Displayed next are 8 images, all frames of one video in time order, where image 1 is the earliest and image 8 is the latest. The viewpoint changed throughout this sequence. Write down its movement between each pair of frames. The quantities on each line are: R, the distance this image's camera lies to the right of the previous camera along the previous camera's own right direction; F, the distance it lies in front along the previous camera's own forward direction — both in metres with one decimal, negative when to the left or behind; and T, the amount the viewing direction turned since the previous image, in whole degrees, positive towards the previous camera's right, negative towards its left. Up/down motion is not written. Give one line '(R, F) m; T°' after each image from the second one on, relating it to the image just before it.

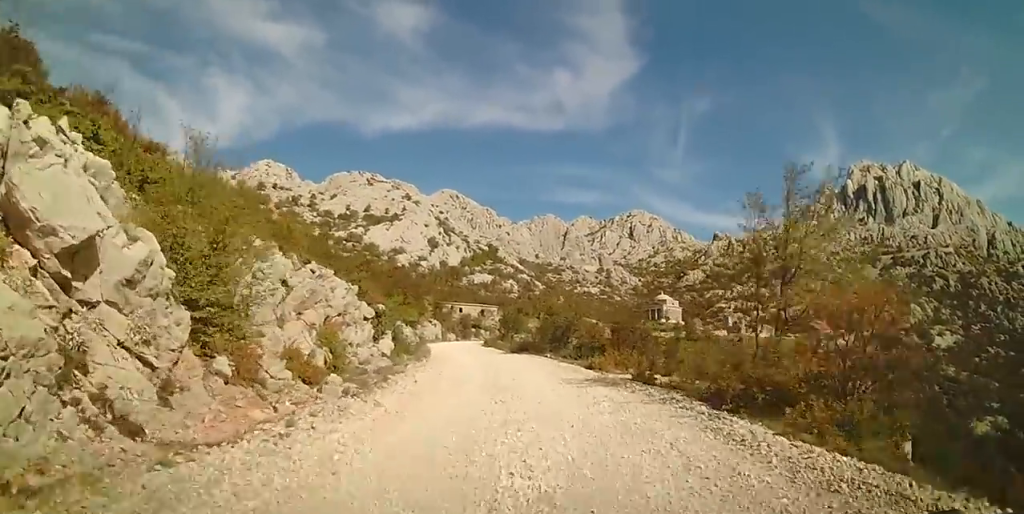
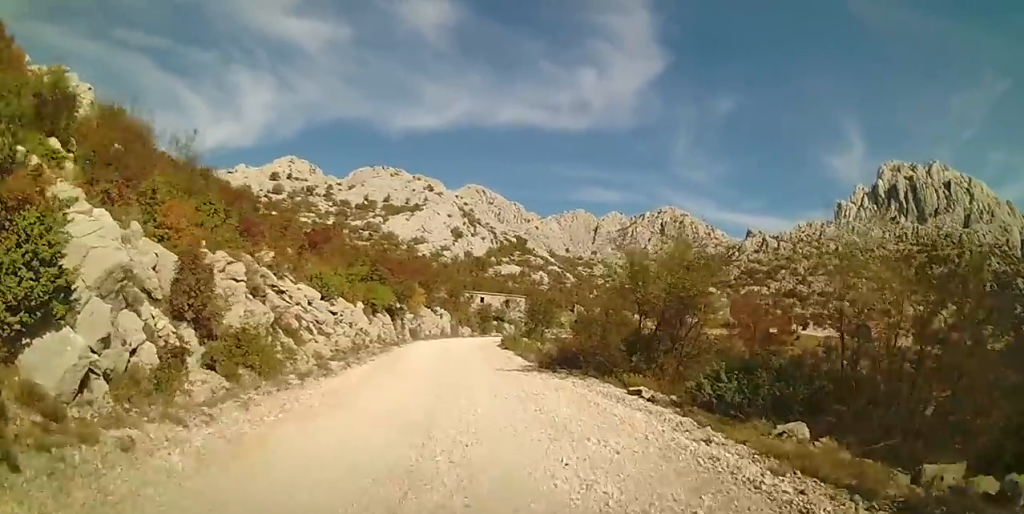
(-0.2, +18.2) m; -3°
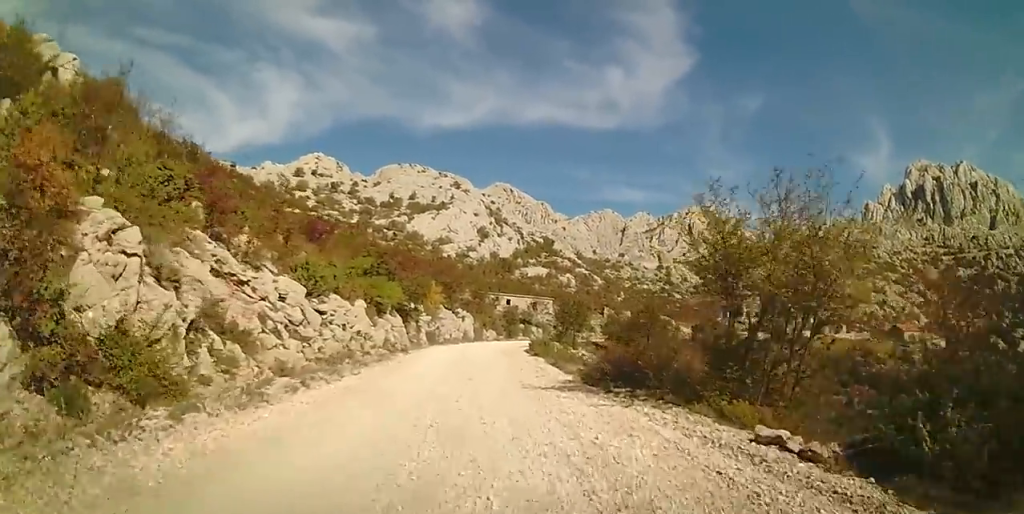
(-0.1, +4.9) m; -3°
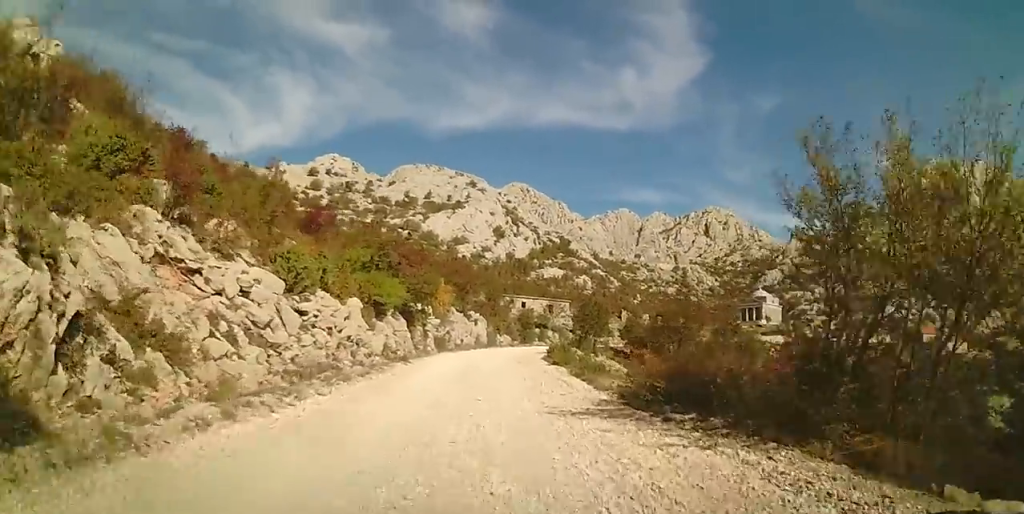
(-0.2, +3.3) m; -2°
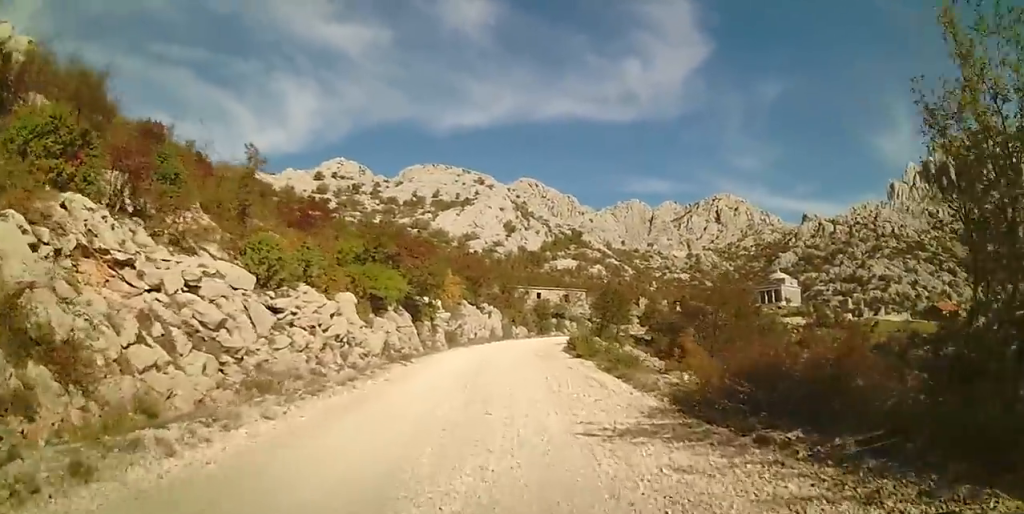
(-0.1, +2.9) m; -1°
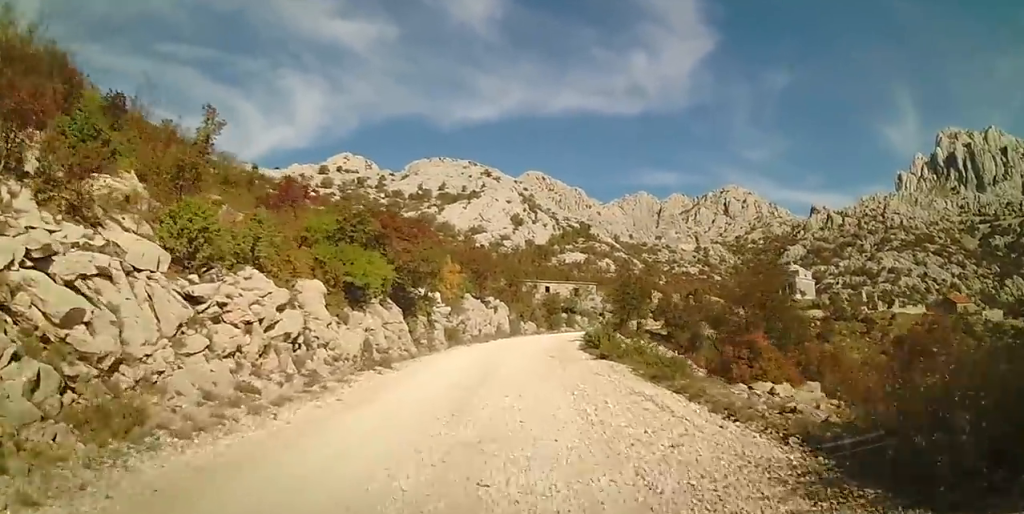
(0.0, +4.1) m; 0°
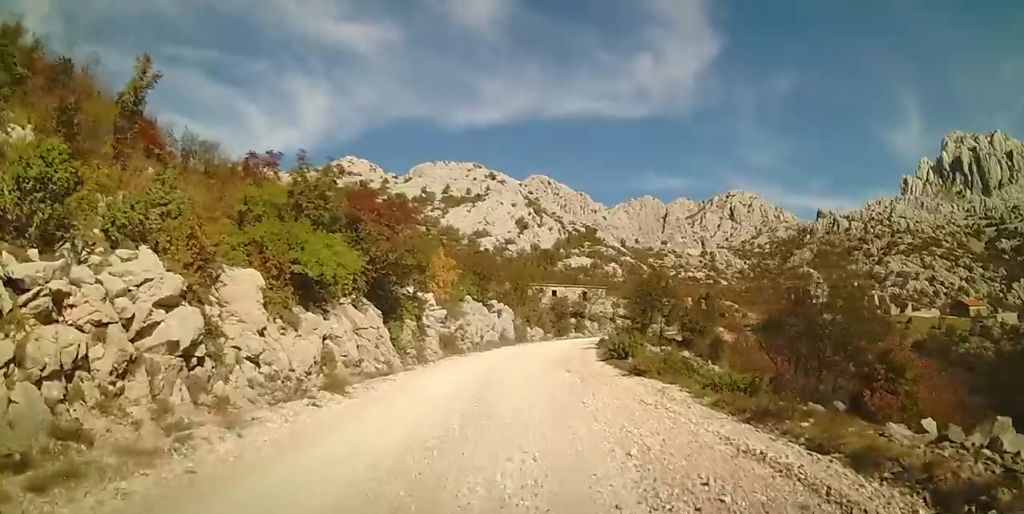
(0.0, +4.3) m; 0°
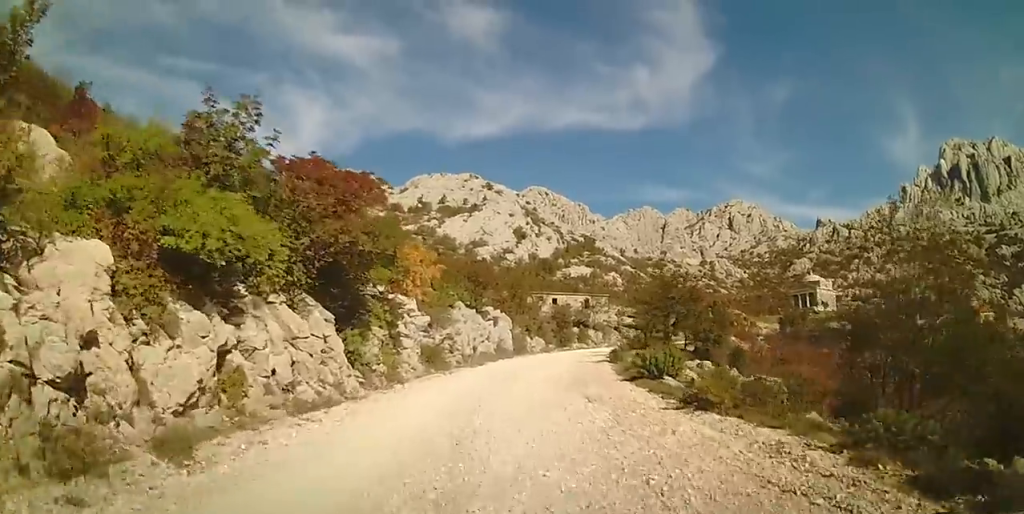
(0.0, +4.7) m; -1°
